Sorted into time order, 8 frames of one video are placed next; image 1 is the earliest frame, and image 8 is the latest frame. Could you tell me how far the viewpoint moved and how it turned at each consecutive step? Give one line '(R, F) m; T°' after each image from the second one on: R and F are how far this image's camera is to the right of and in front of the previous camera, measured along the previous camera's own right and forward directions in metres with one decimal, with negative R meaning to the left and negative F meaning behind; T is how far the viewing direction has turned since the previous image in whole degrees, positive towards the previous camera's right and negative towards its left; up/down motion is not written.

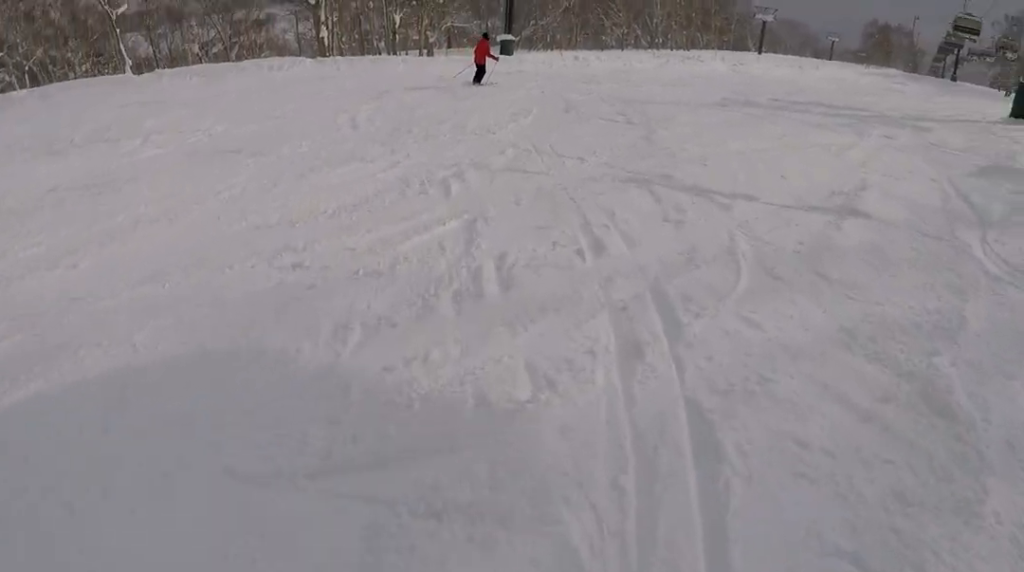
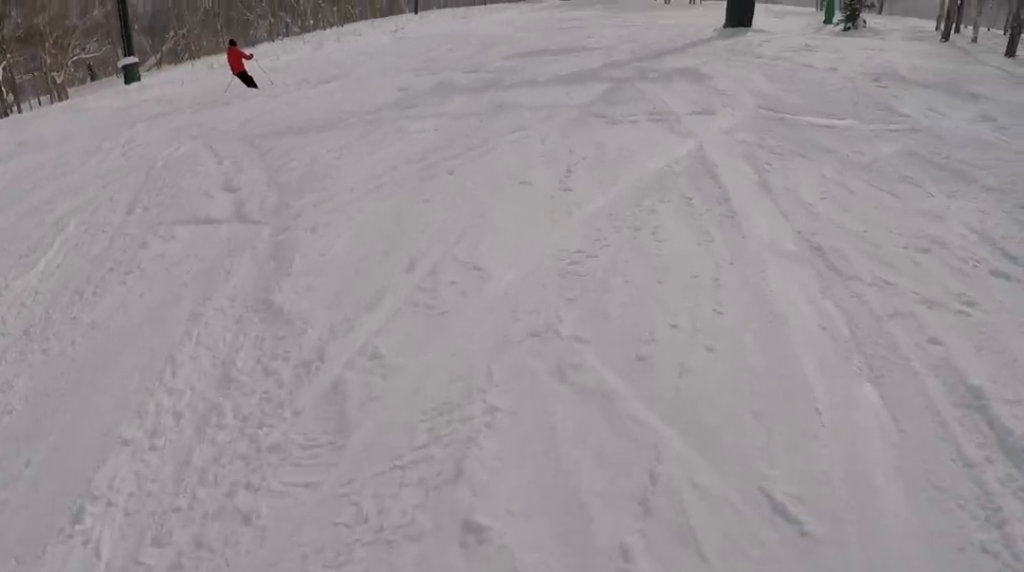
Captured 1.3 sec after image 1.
(+2.0, +5.7) m; +29°
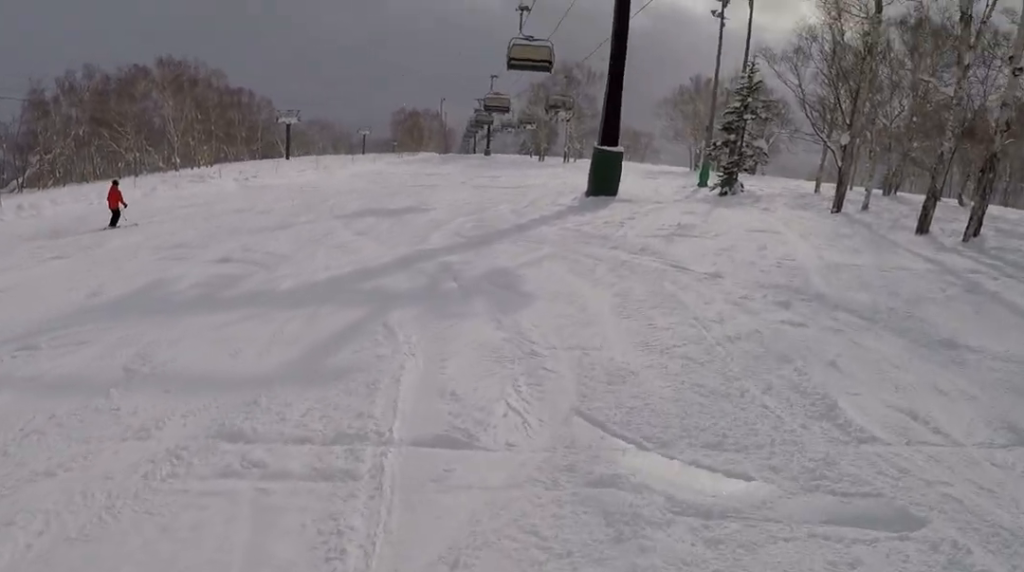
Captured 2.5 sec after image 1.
(+1.0, +4.6) m; -2°
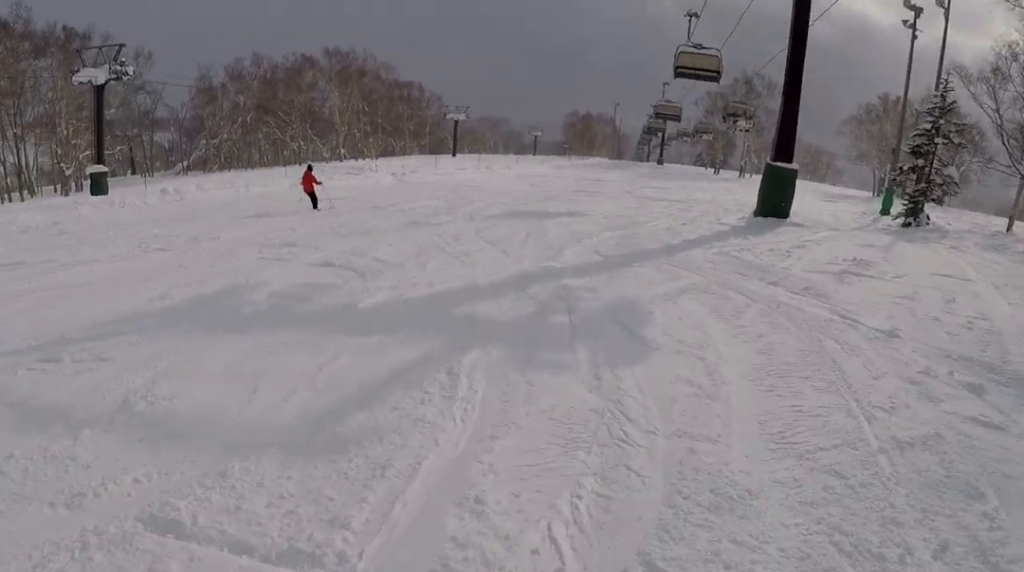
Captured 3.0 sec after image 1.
(0.0, +1.6) m; -10°
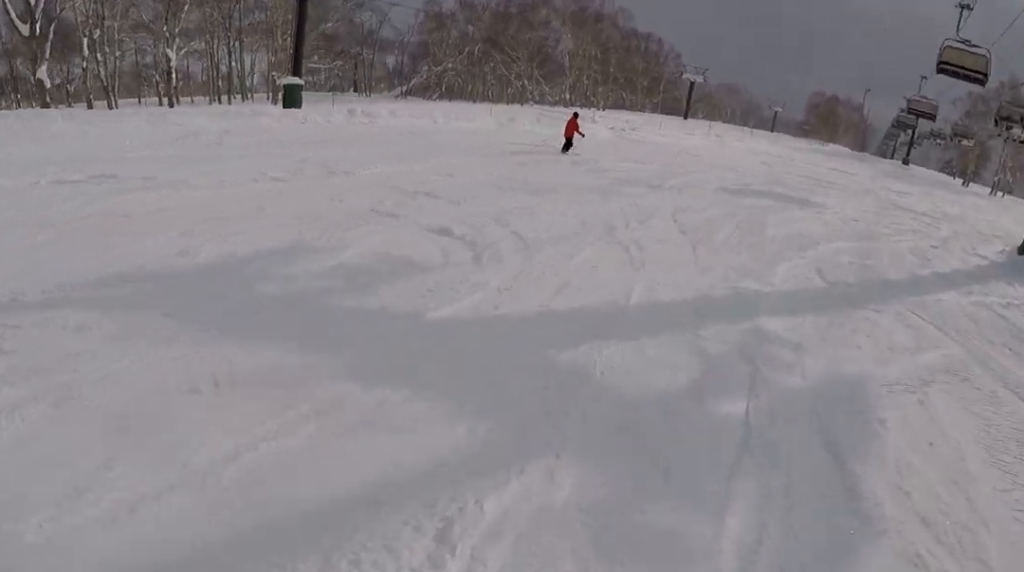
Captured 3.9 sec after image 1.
(-1.2, +3.3) m; -21°
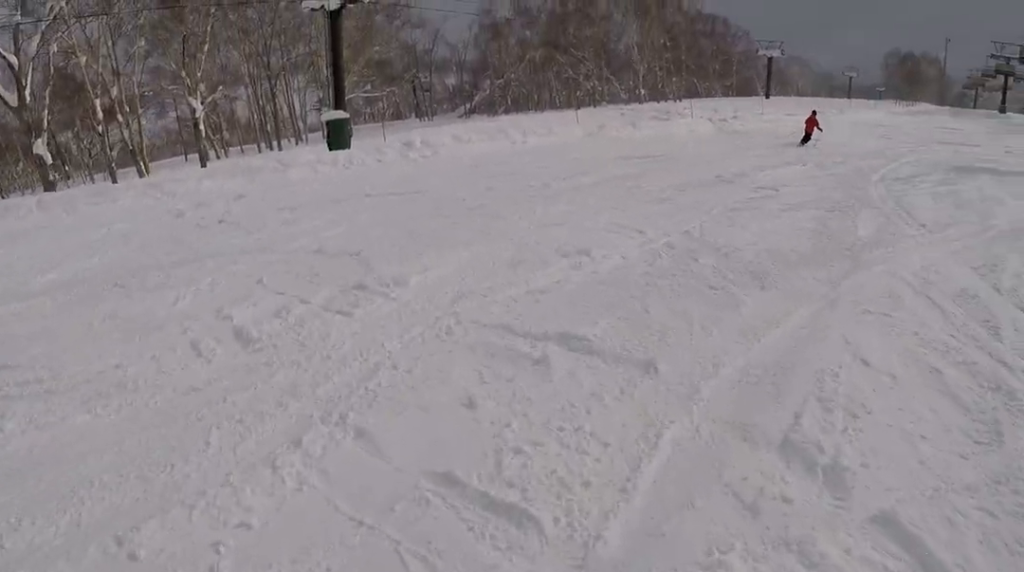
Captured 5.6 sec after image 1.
(-1.6, +6.3) m; -3°
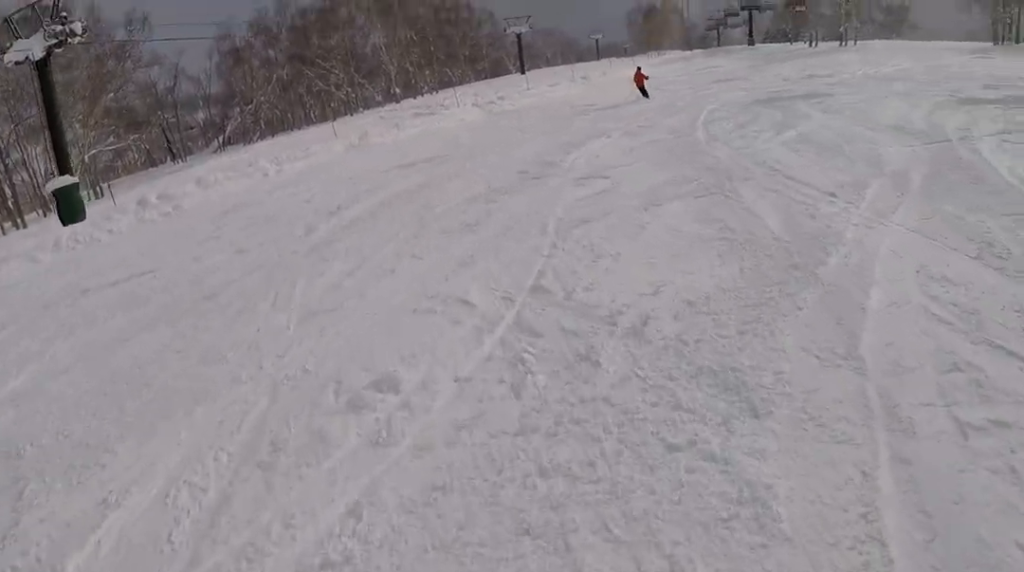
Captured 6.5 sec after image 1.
(+1.2, +2.8) m; +27°
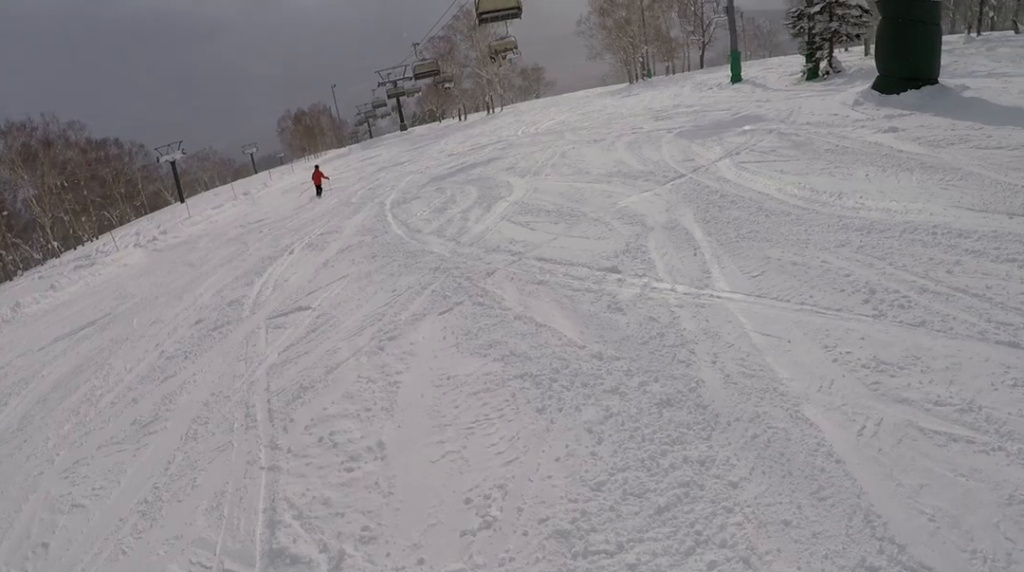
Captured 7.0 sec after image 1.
(+0.3, +1.9) m; +10°
